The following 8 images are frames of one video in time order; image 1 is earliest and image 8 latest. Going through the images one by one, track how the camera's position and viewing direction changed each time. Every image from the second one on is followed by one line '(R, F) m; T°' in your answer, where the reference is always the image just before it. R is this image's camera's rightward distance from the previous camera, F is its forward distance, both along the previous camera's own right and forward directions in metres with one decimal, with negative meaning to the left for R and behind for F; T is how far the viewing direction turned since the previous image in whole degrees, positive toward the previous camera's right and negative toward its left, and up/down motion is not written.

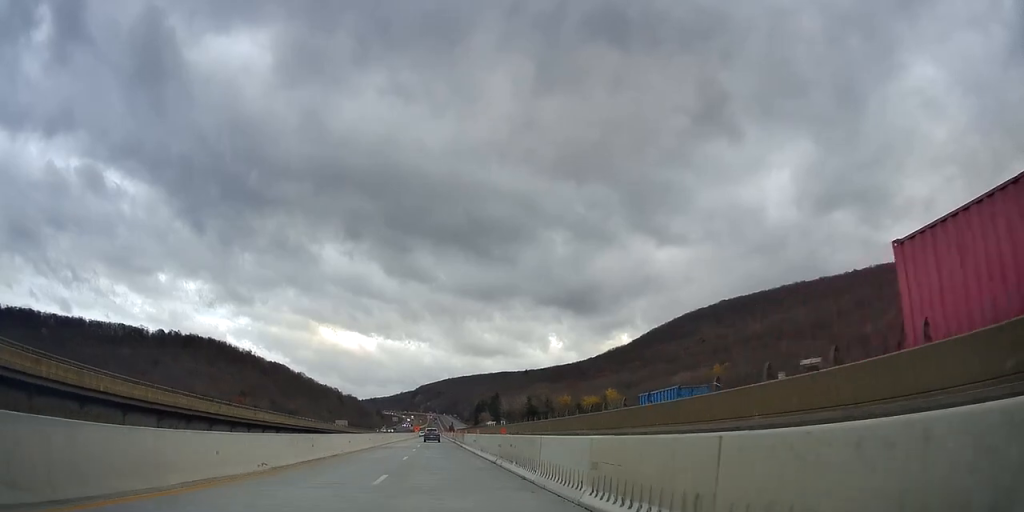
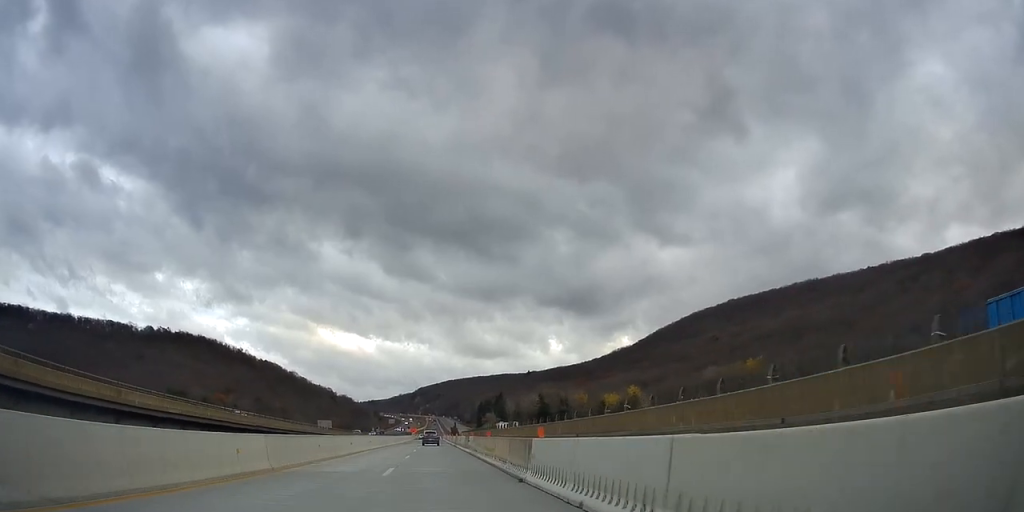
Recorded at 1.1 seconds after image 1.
(-0.1, +33.2) m; -1°
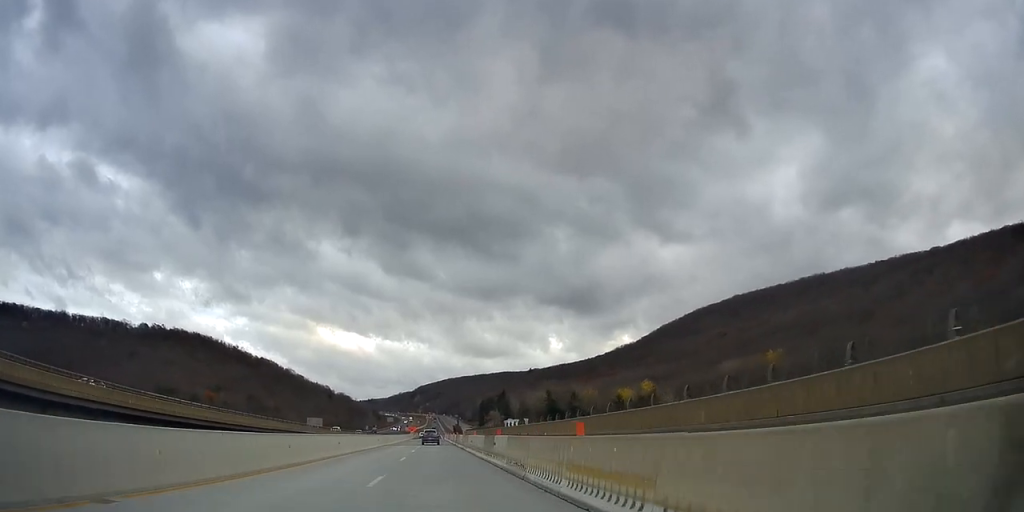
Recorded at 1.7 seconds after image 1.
(-0.1, +16.9) m; 0°
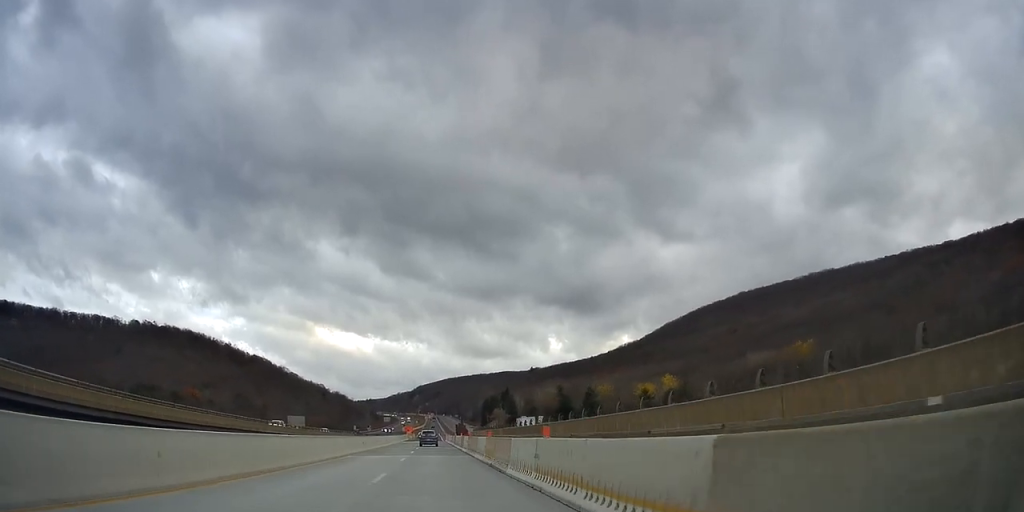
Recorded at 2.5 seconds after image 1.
(0.0, +22.8) m; +1°
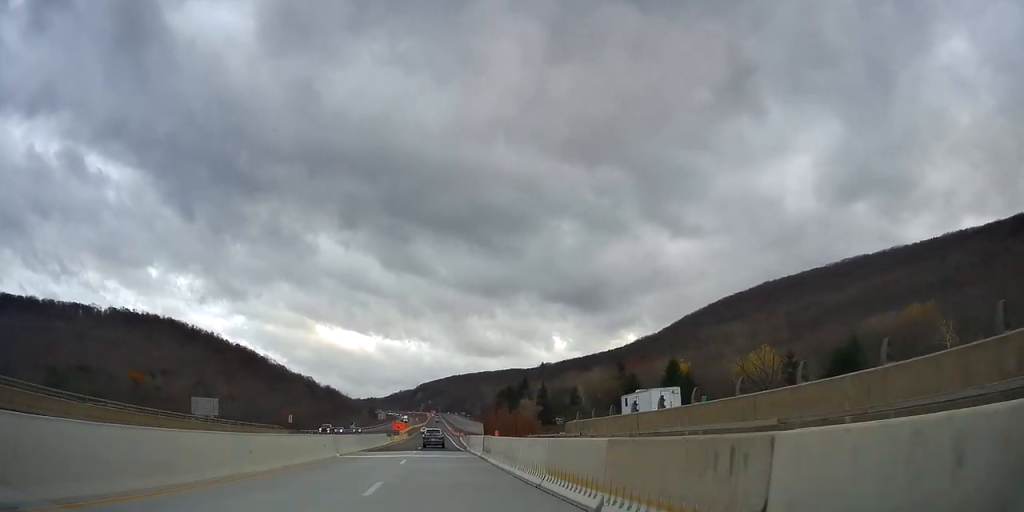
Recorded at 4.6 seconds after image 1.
(-0.8, +64.2) m; -1°
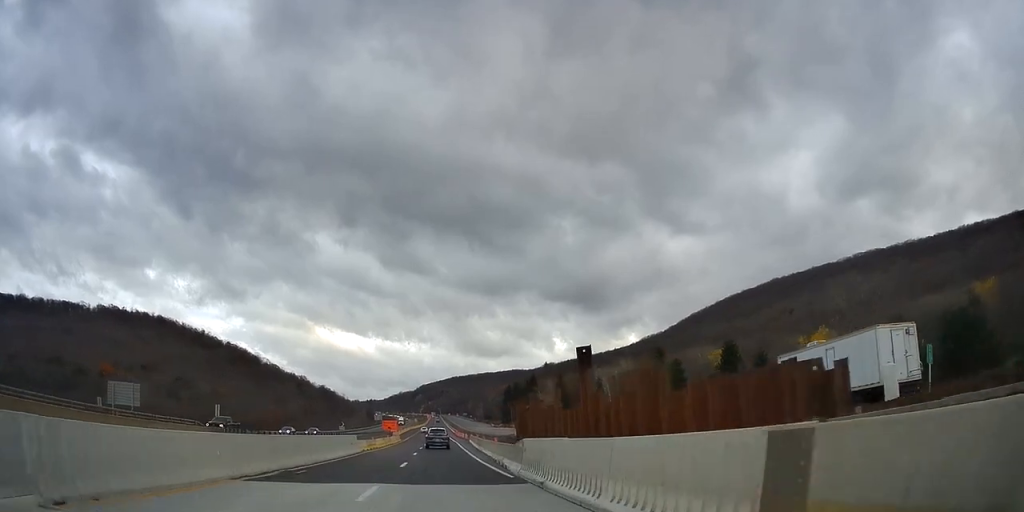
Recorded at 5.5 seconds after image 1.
(+0.5, +25.4) m; 0°
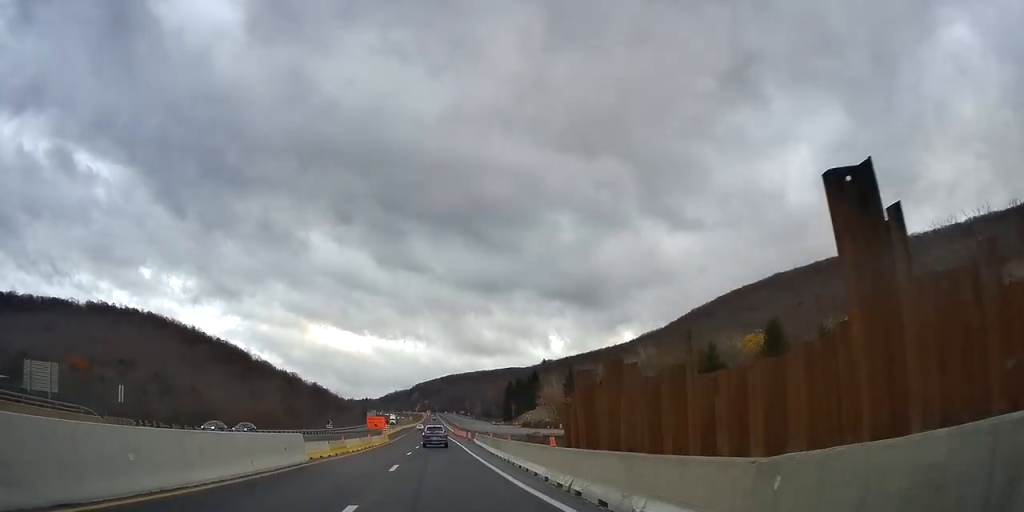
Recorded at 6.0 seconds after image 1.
(-0.4, +15.8) m; 0°
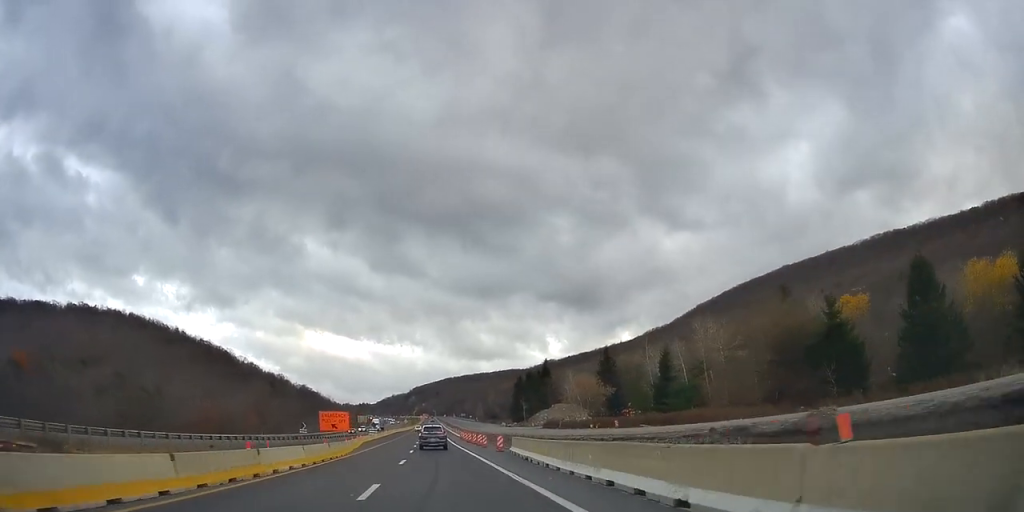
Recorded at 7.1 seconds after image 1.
(+0.3, +32.8) m; +1°
